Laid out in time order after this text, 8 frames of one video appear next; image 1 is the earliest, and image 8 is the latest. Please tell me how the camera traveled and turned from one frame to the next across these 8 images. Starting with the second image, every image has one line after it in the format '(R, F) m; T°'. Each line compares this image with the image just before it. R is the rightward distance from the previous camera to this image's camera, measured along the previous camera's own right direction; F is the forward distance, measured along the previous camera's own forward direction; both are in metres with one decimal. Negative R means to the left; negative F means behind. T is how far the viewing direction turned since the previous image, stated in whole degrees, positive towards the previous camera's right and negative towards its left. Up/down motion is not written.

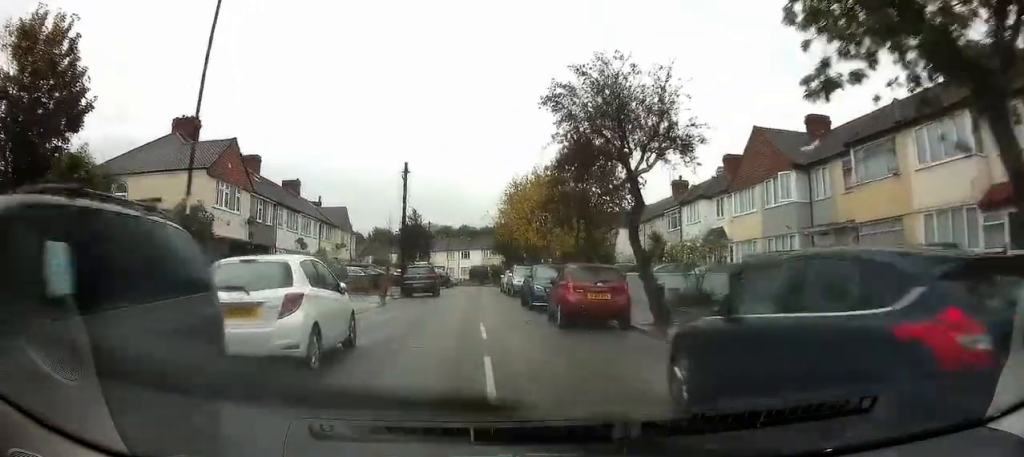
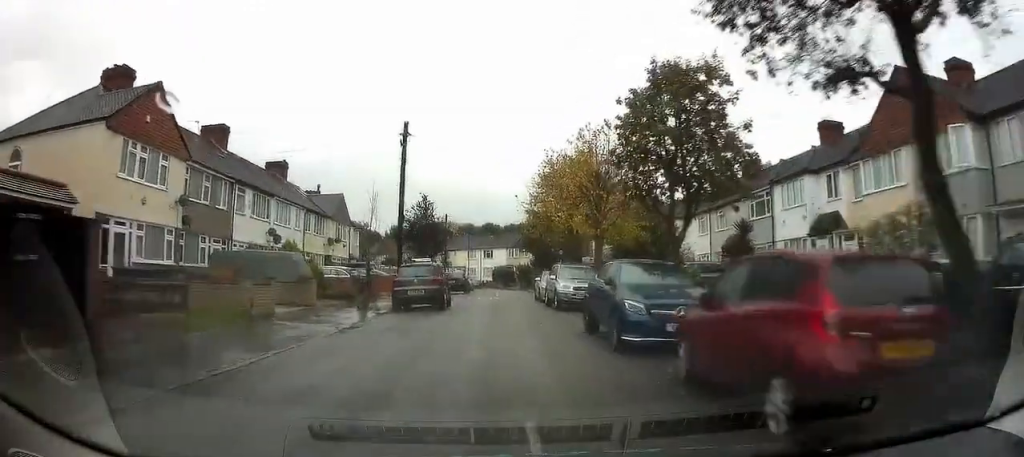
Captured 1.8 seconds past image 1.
(-0.7, +8.6) m; -4°
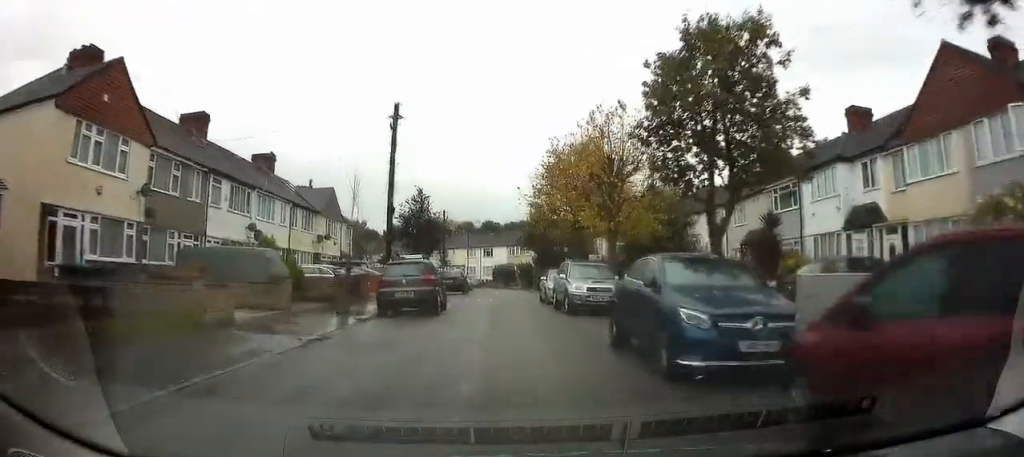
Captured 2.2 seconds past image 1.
(0.0, +2.5) m; +1°
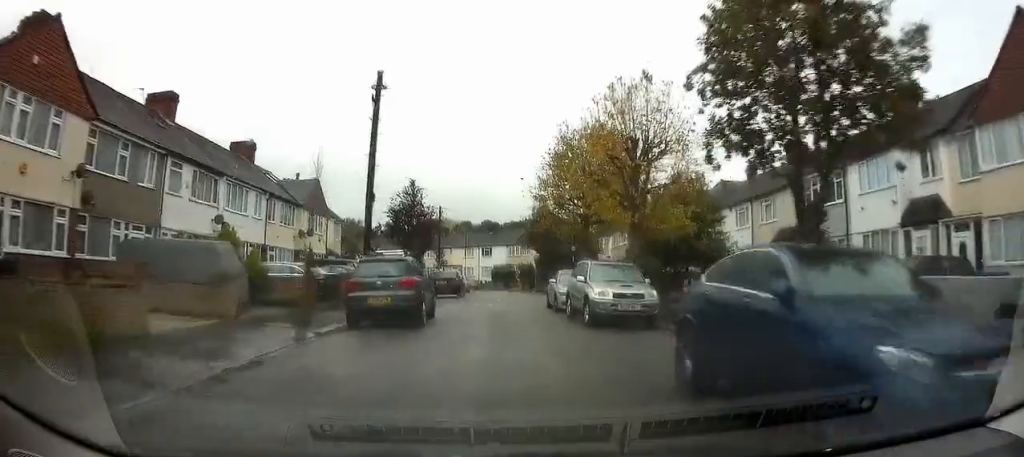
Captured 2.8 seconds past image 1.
(+0.1, +3.7) m; +1°
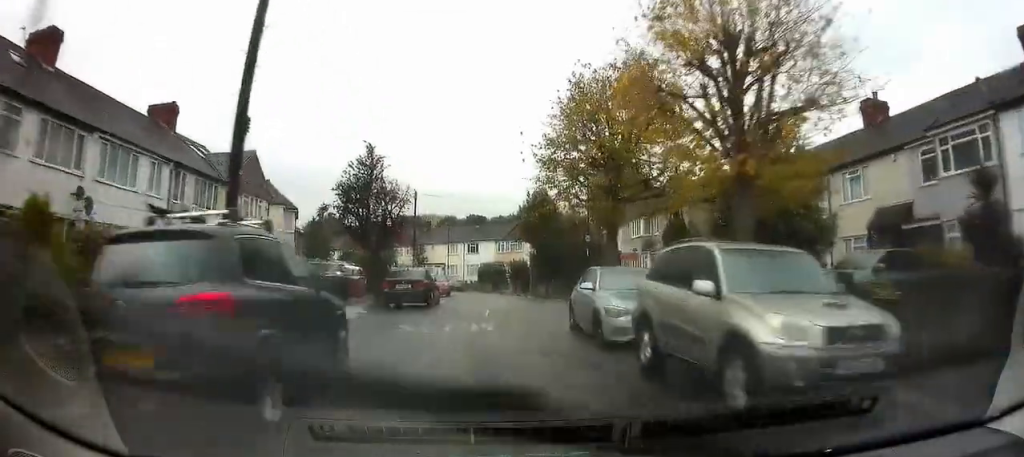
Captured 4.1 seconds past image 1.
(+0.1, +9.2) m; +2°
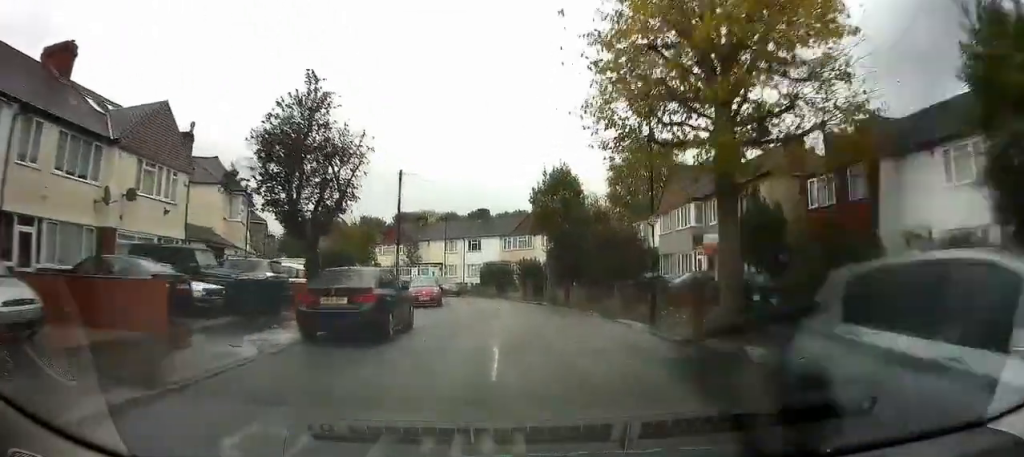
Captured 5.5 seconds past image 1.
(+0.3, +9.9) m; +1°
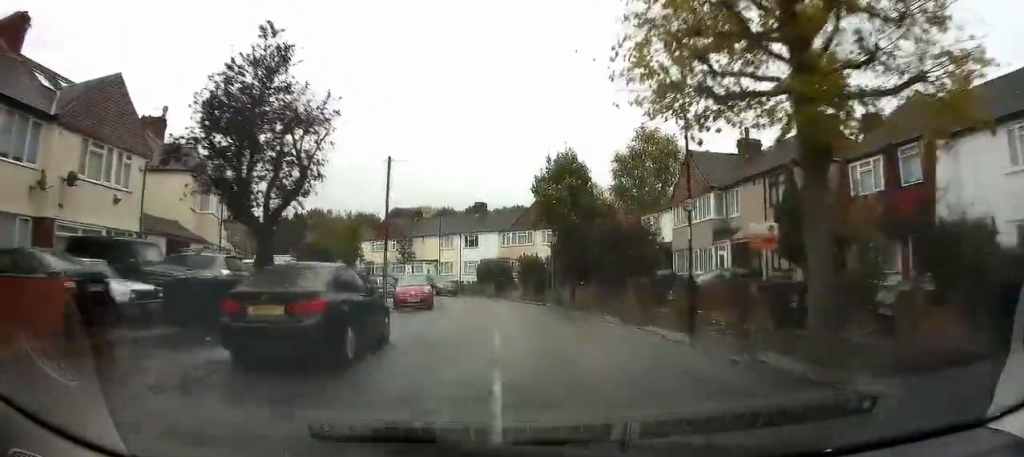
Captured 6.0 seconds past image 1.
(-0.1, +3.3) m; -1°
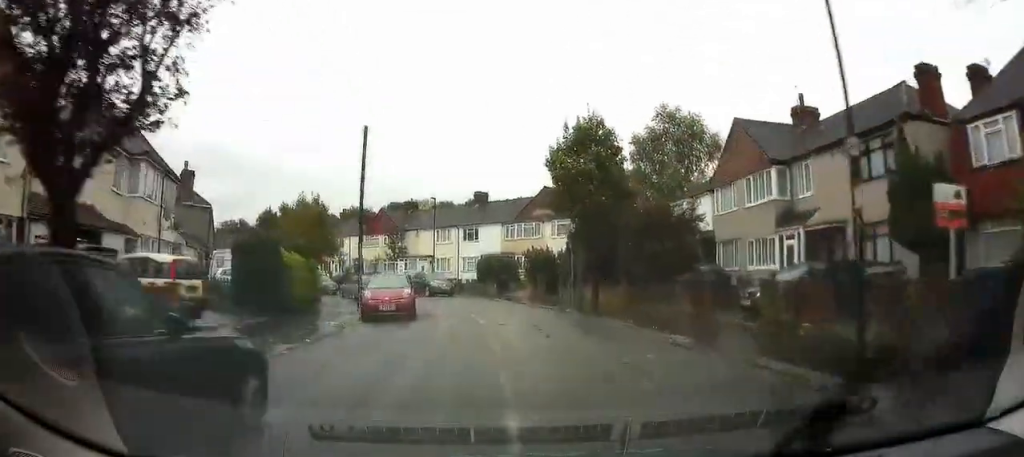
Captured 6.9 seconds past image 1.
(0.0, +6.6) m; 0°
